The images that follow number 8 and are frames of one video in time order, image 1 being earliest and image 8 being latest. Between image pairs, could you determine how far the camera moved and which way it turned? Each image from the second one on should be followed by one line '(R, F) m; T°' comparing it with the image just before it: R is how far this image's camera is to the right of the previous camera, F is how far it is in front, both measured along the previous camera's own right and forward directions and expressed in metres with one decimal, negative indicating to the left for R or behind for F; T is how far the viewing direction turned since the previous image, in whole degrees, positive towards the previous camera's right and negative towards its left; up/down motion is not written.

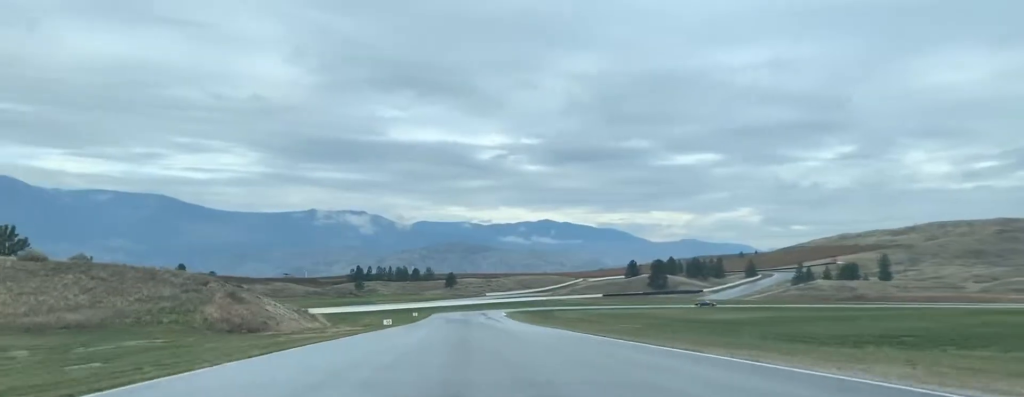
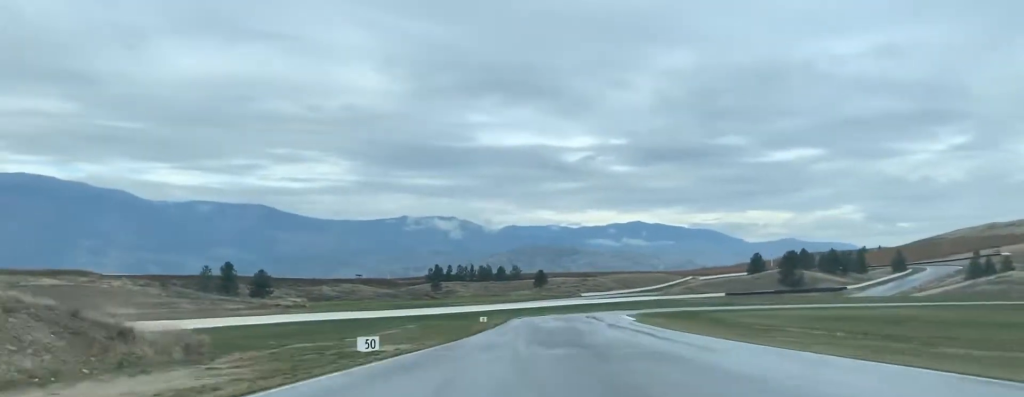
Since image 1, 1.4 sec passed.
(-3.7, +50.6) m; -3°
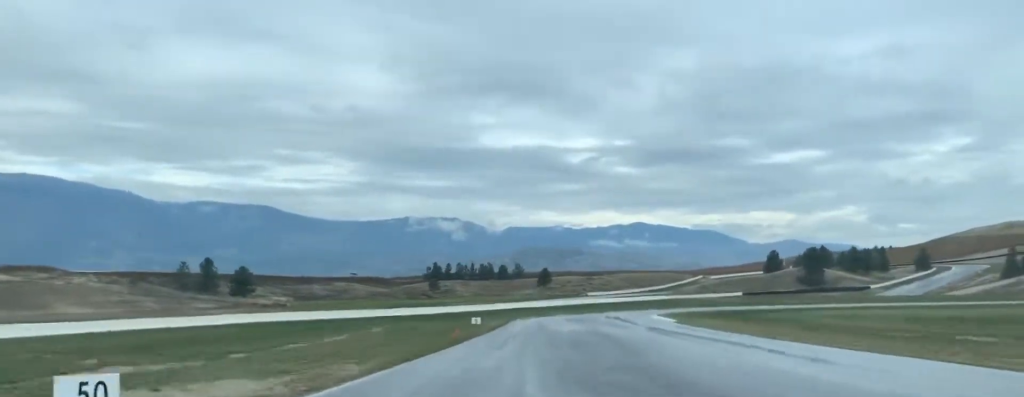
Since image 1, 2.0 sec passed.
(-0.5, +19.2) m; +2°
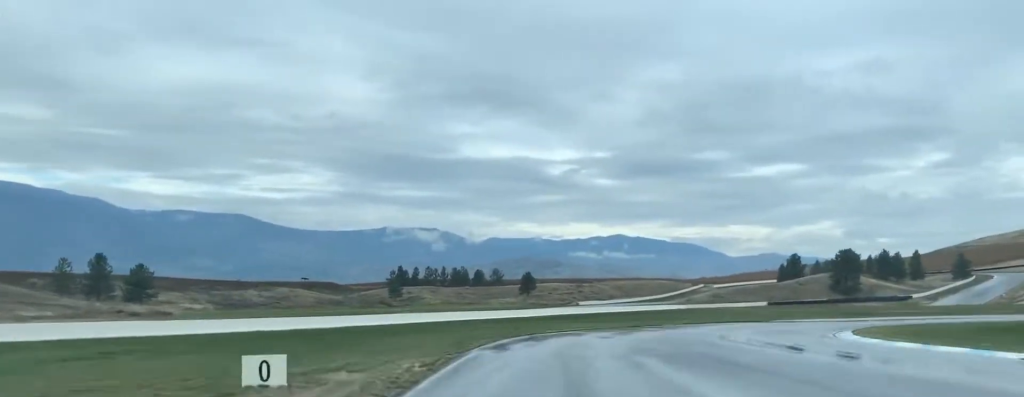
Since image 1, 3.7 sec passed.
(+3.4, +51.5) m; +6°
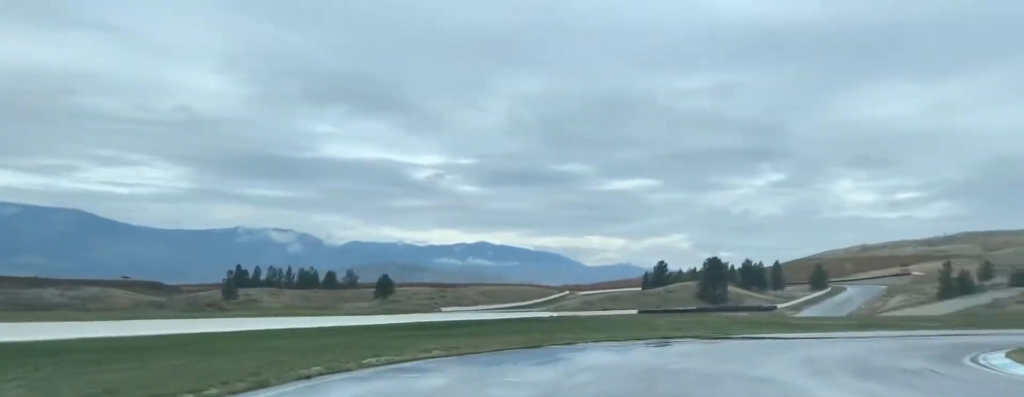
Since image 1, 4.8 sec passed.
(+1.2, +23.2) m; +12°
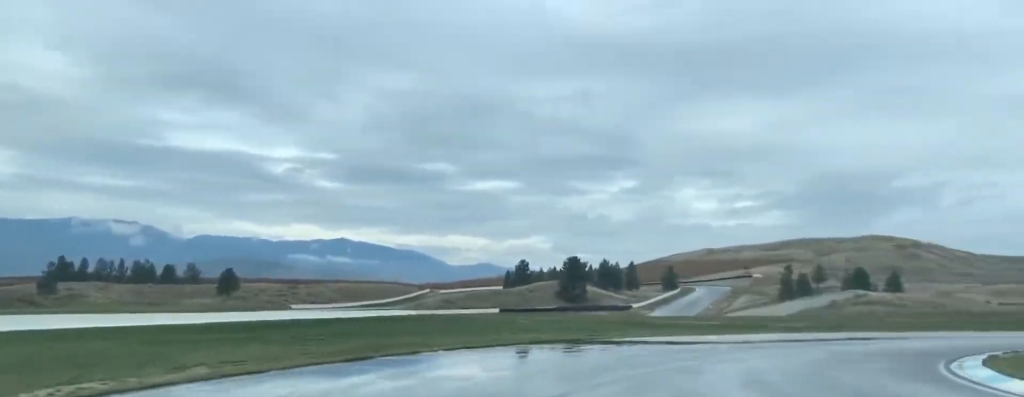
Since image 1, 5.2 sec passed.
(+0.3, +8.0) m; +10°
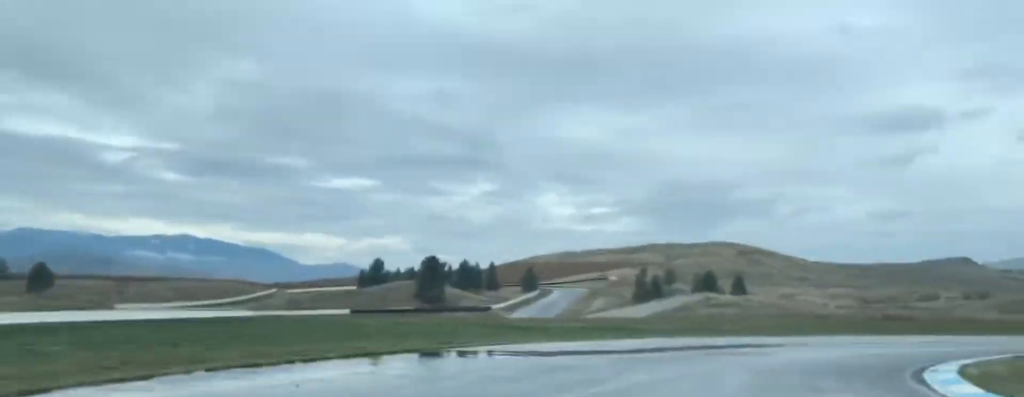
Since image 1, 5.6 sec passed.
(+0.7, +7.1) m; +14°
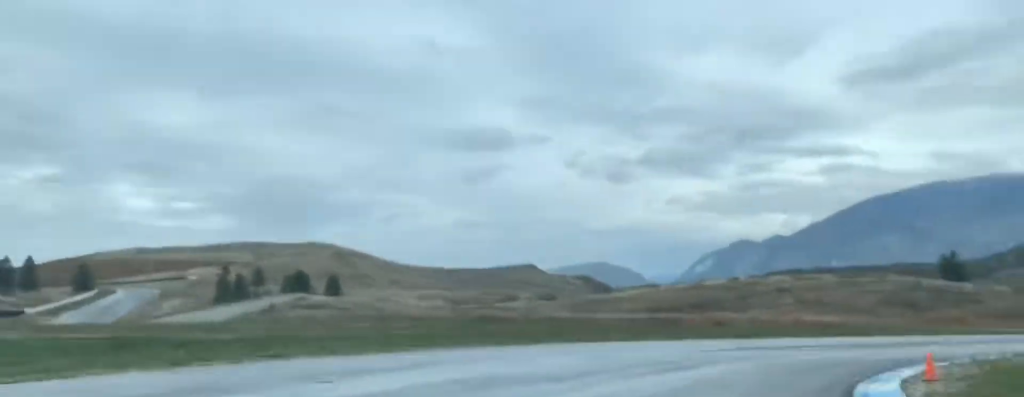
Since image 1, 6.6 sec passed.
(+5.2, +14.7) m; +39°
